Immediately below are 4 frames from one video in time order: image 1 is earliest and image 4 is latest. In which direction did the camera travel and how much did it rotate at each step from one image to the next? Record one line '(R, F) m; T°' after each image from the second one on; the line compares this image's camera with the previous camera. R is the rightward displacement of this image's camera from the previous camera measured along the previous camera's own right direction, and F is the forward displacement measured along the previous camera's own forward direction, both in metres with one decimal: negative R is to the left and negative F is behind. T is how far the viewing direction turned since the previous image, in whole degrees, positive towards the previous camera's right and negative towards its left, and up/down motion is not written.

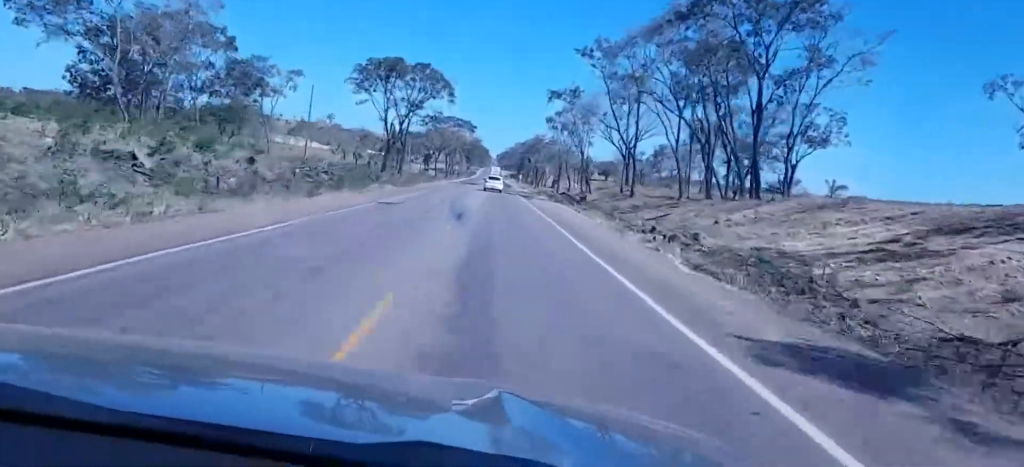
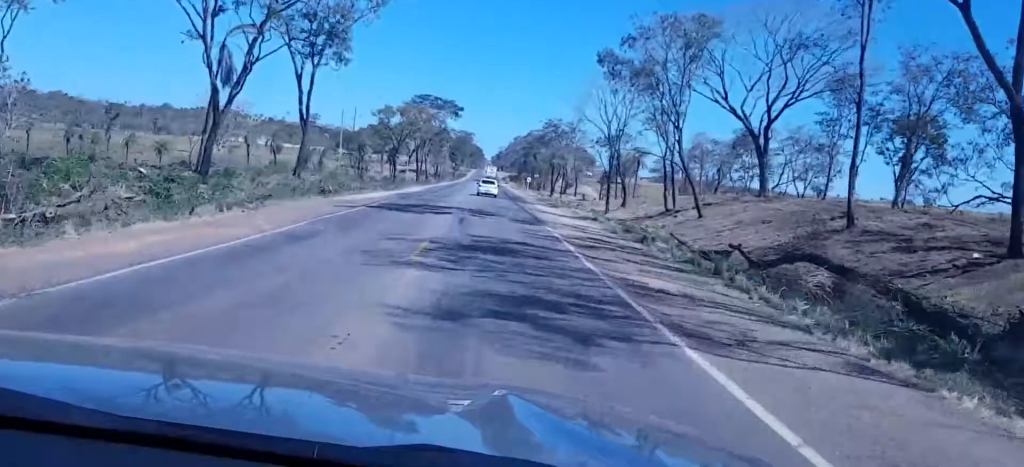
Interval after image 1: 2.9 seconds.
(+0.9, +79.9) m; 0°
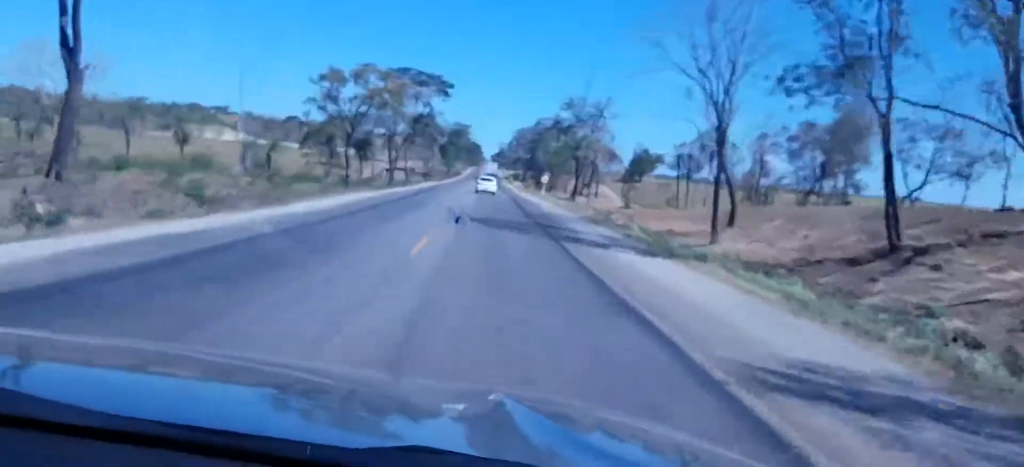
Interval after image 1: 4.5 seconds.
(0.0, +38.4) m; +1°
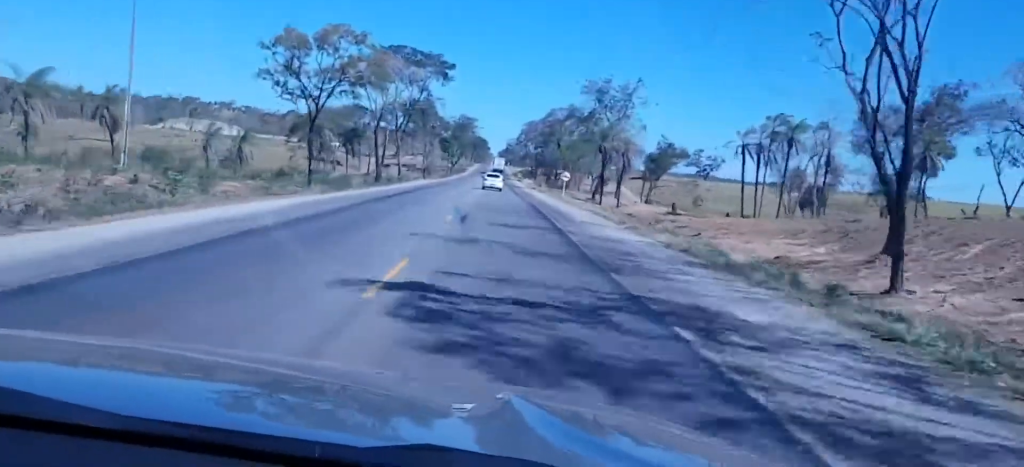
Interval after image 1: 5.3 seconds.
(+0.1, +17.6) m; 0°
